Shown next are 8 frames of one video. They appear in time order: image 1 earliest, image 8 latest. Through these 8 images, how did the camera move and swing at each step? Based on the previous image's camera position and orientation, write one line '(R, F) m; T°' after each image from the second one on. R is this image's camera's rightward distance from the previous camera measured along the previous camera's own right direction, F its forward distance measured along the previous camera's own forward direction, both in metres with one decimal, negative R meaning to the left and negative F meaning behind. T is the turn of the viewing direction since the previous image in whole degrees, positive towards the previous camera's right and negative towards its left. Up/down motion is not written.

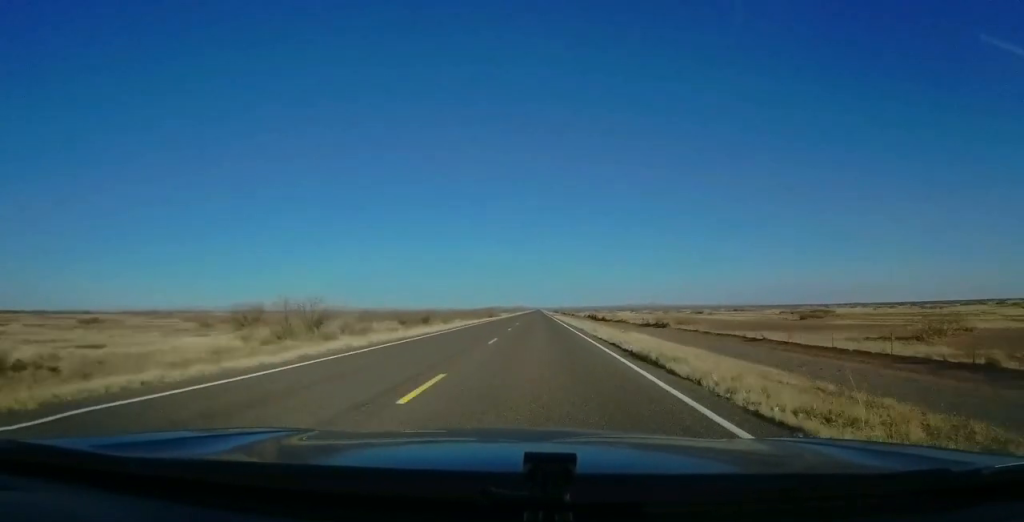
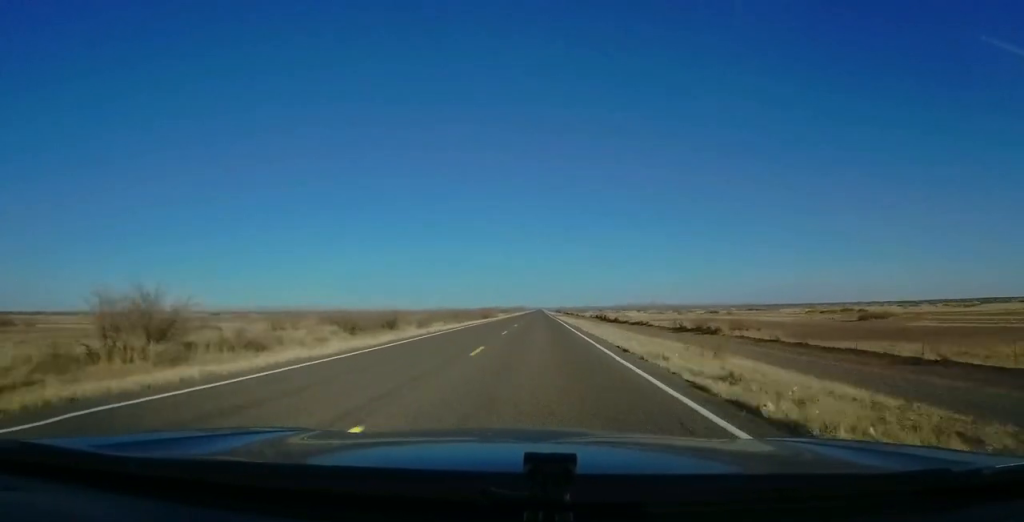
(+0.1, +17.0) m; 0°
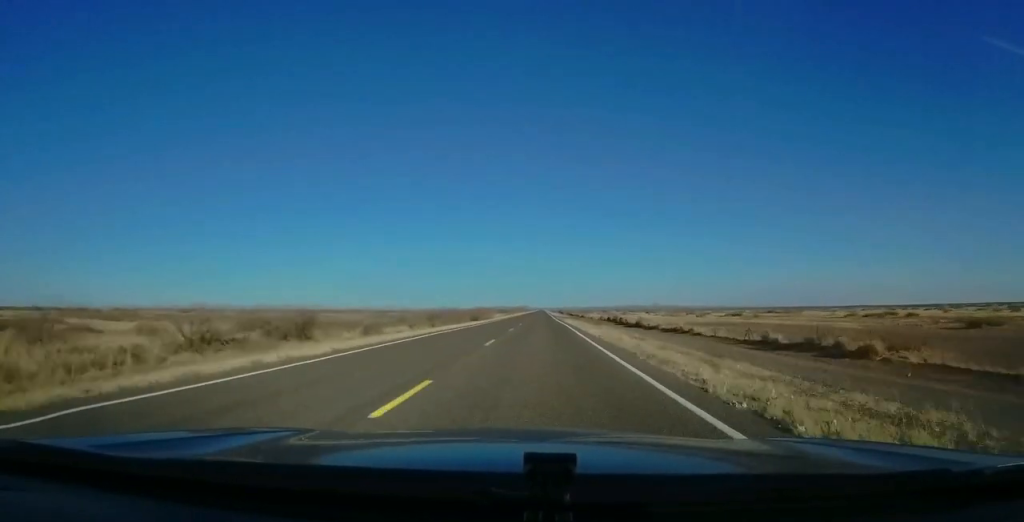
(+0.1, +20.9) m; -1°
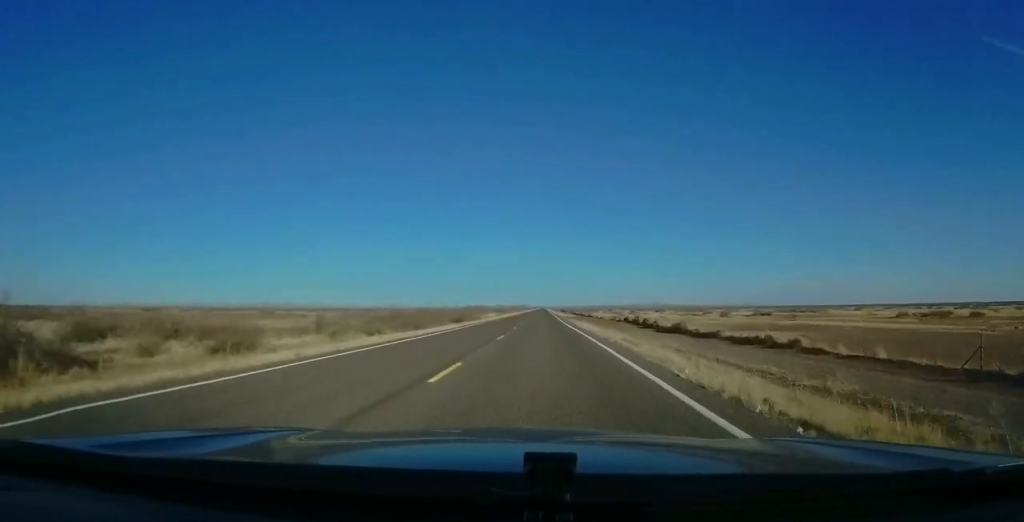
(-0.3, +21.8) m; -1°
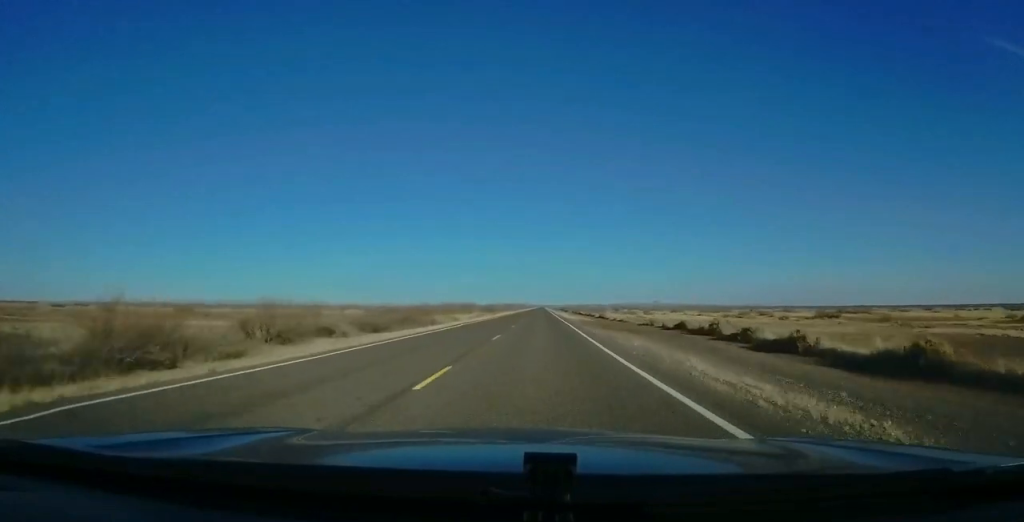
(-0.4, +37.8) m; 0°
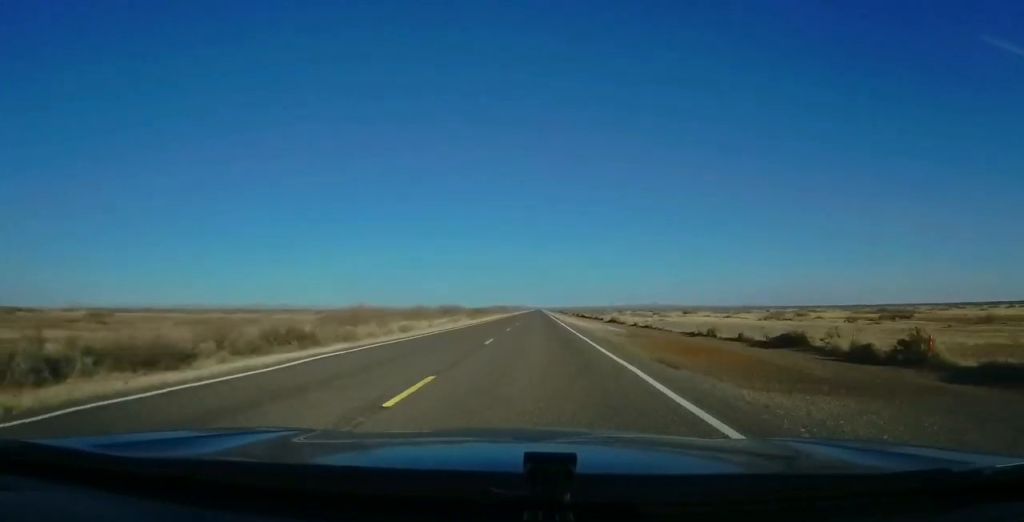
(+0.4, +25.8) m; 0°
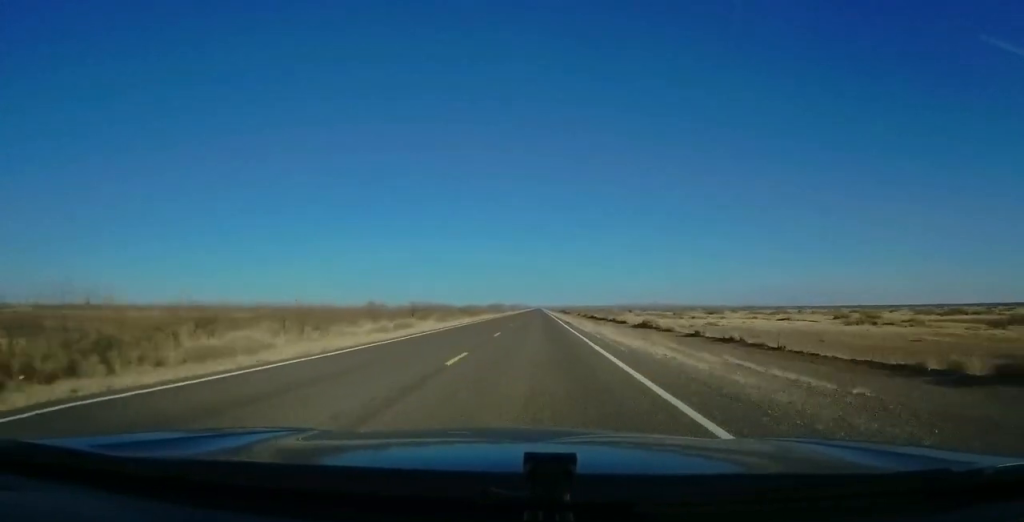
(-0.3, +31.7) m; -1°
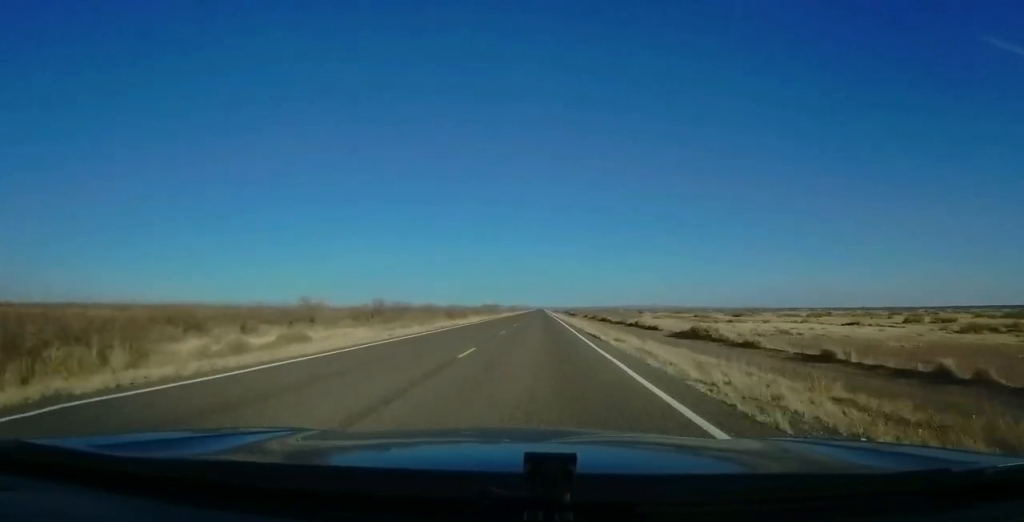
(0.0, +22.8) m; 0°
